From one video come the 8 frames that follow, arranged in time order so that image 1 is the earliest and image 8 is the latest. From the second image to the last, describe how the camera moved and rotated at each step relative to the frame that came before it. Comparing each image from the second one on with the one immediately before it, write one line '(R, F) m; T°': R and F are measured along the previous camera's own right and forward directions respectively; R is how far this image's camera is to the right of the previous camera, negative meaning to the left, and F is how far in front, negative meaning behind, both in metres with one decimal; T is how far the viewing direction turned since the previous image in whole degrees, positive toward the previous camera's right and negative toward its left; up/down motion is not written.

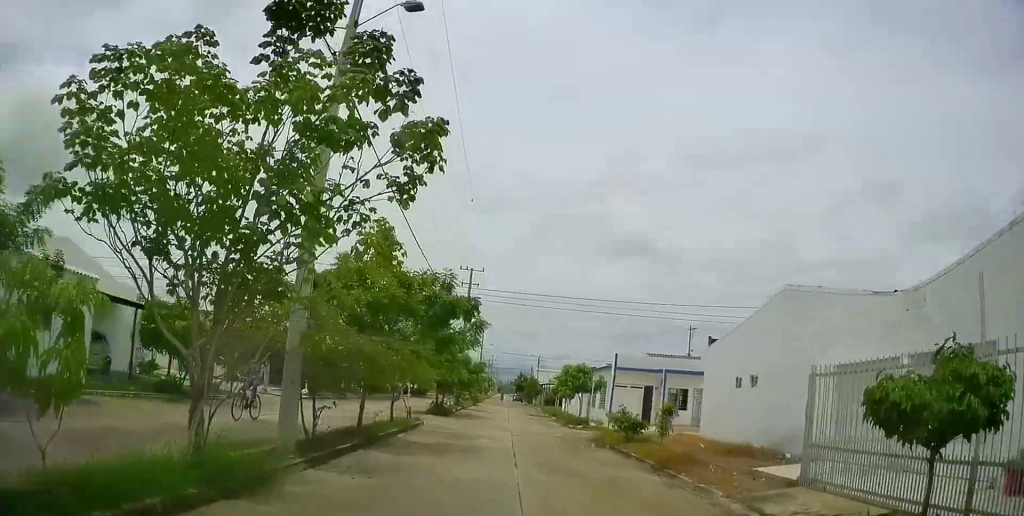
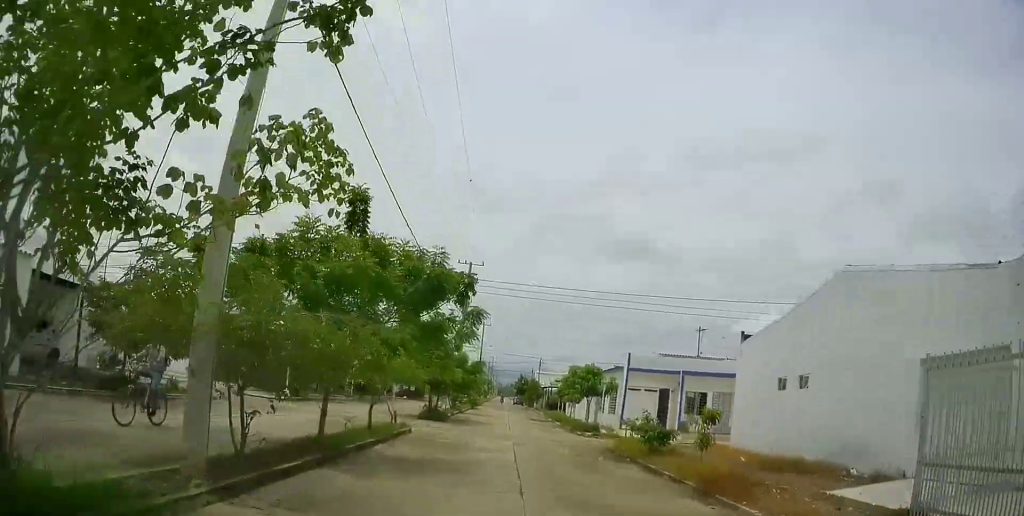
(0.0, +2.4) m; +2°
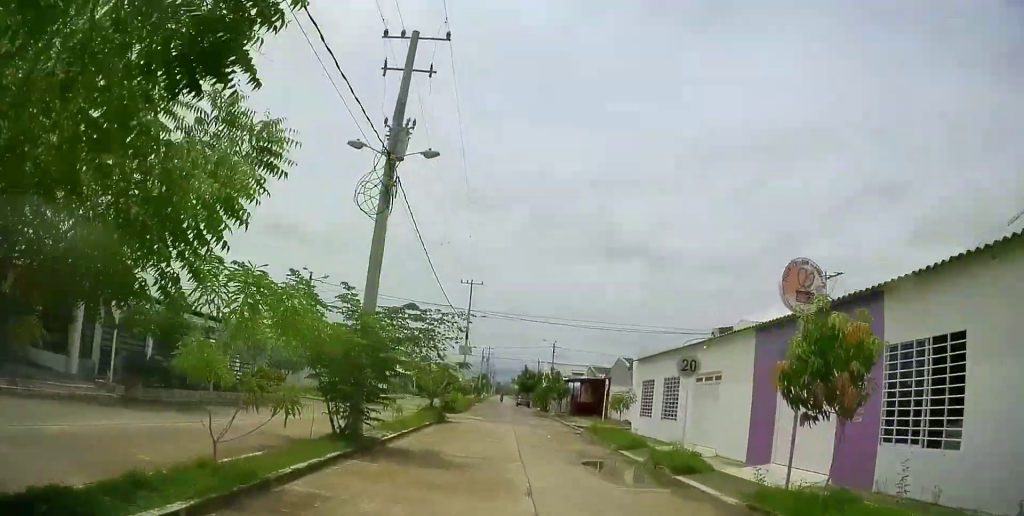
(+0.7, +25.2) m; 0°
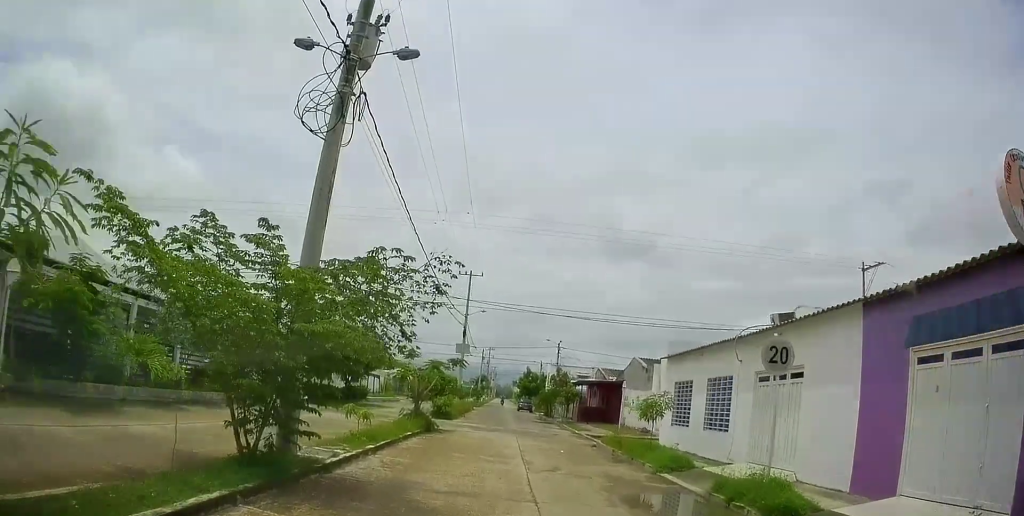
(-0.1, +4.2) m; -1°
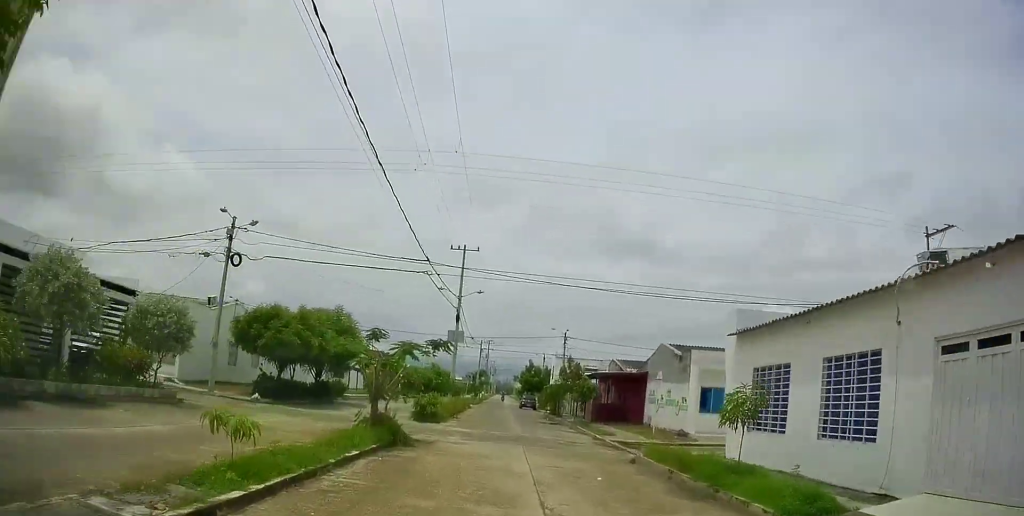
(0.0, +6.1) m; +2°
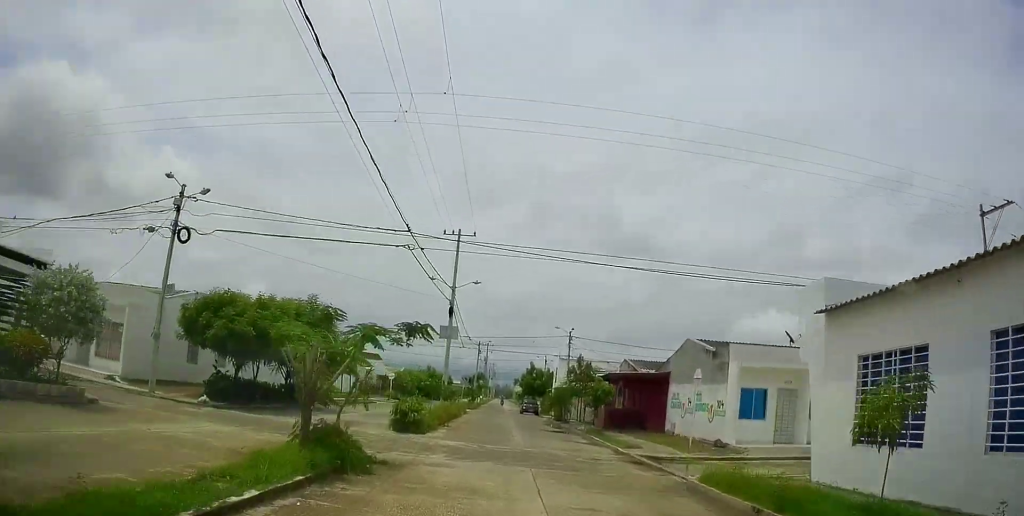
(0.0, +4.2) m; +1°
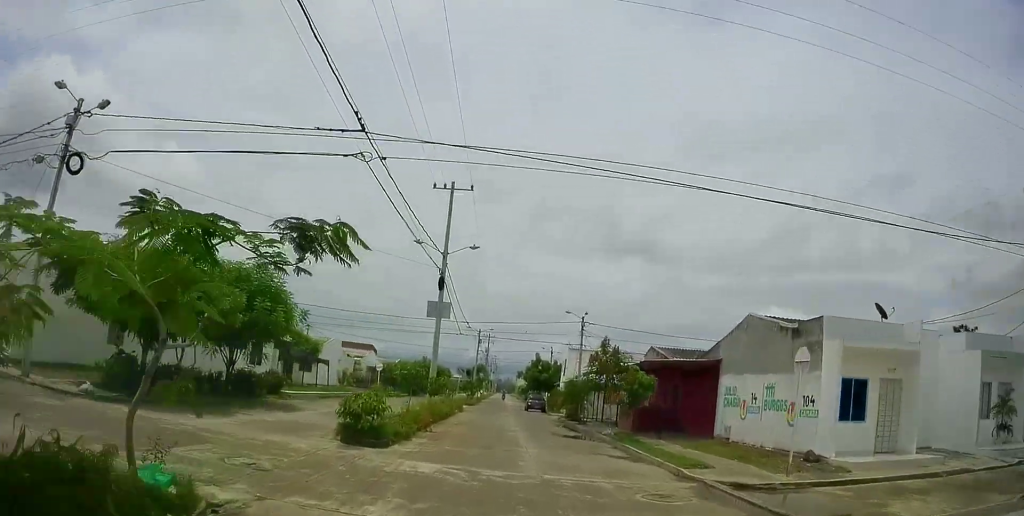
(+0.3, +6.3) m; 0°
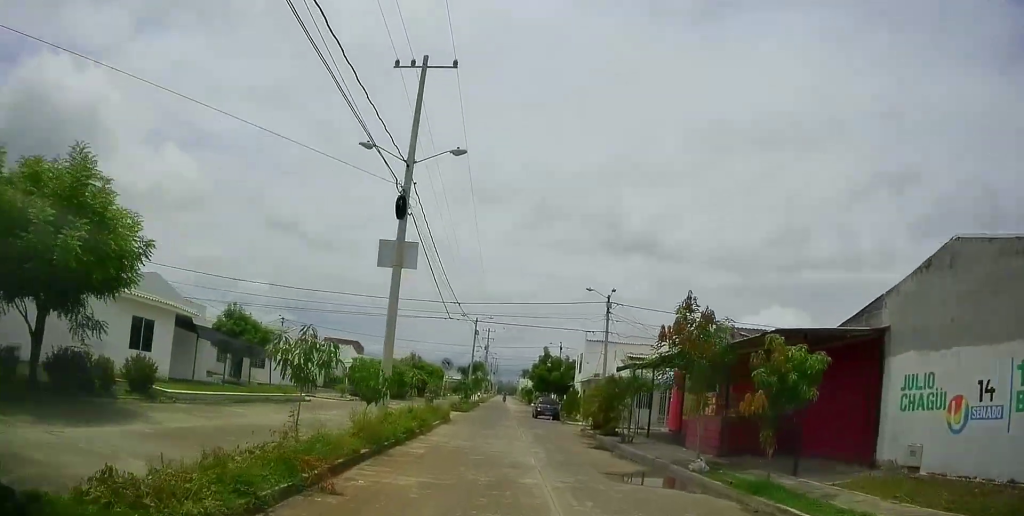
(-0.2, +10.6) m; 0°
